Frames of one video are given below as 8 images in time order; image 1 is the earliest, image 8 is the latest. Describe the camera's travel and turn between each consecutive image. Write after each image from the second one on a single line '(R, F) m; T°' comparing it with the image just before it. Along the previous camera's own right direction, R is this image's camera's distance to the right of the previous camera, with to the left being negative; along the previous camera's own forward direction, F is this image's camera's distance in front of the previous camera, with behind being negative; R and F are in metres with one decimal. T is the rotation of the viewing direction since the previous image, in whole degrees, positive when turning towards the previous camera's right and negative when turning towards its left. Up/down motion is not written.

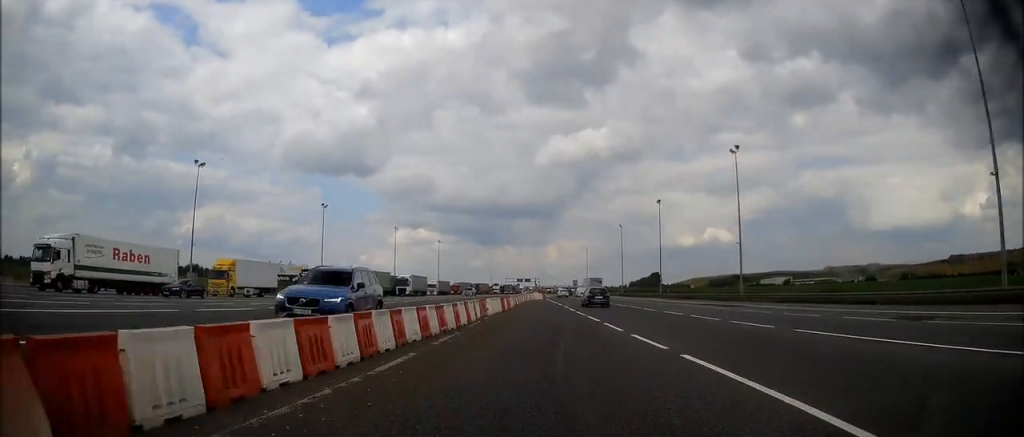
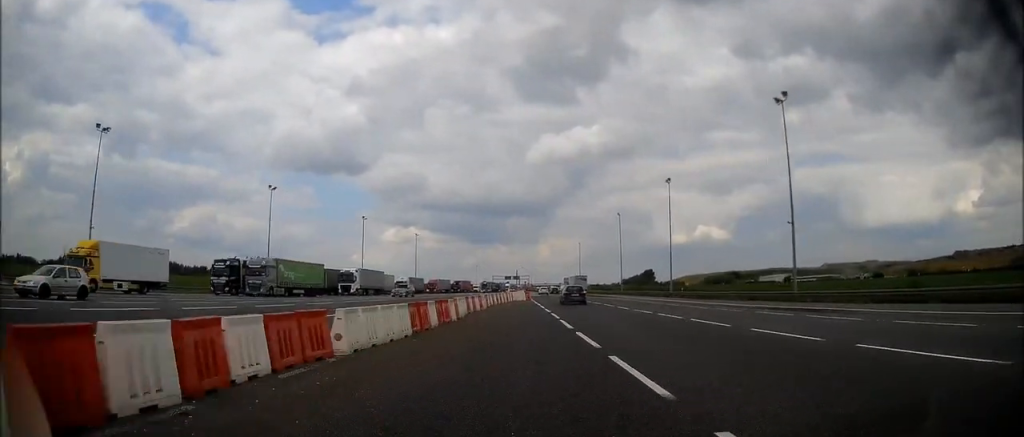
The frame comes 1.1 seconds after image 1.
(-0.5, +19.3) m; -1°
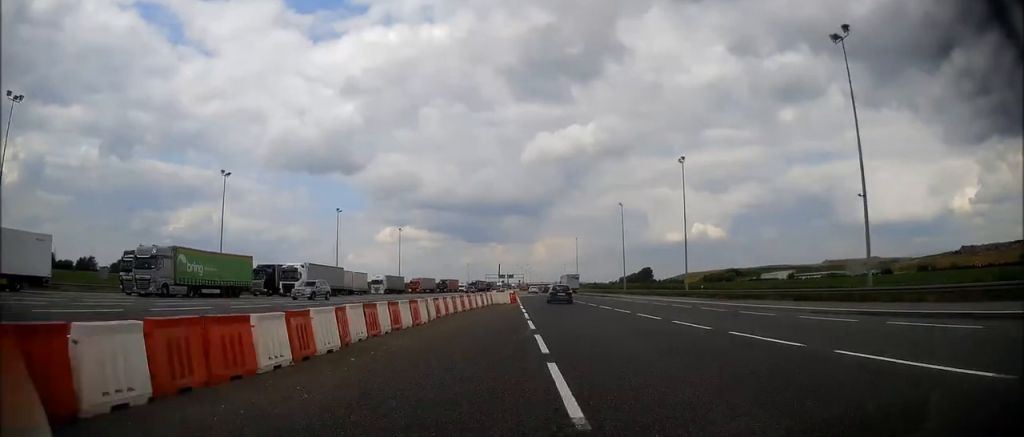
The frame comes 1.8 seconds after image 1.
(0.0, +13.8) m; 0°
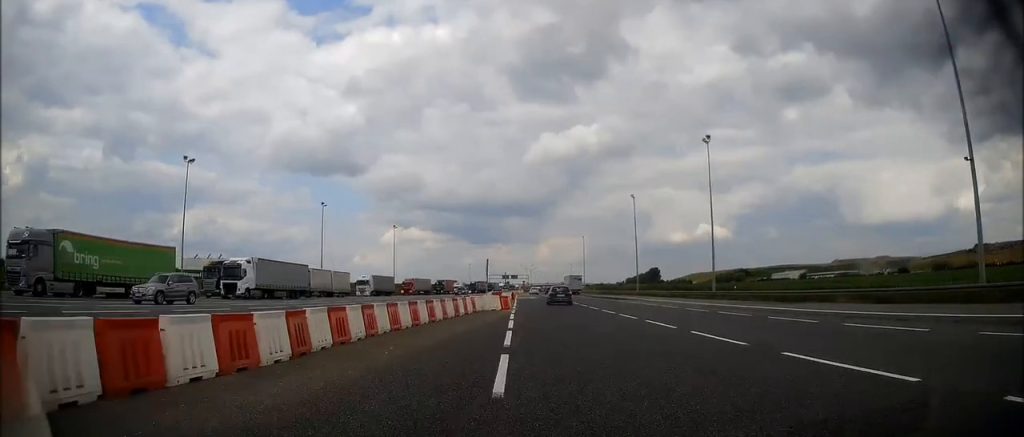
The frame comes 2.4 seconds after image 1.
(0.0, +11.3) m; 0°
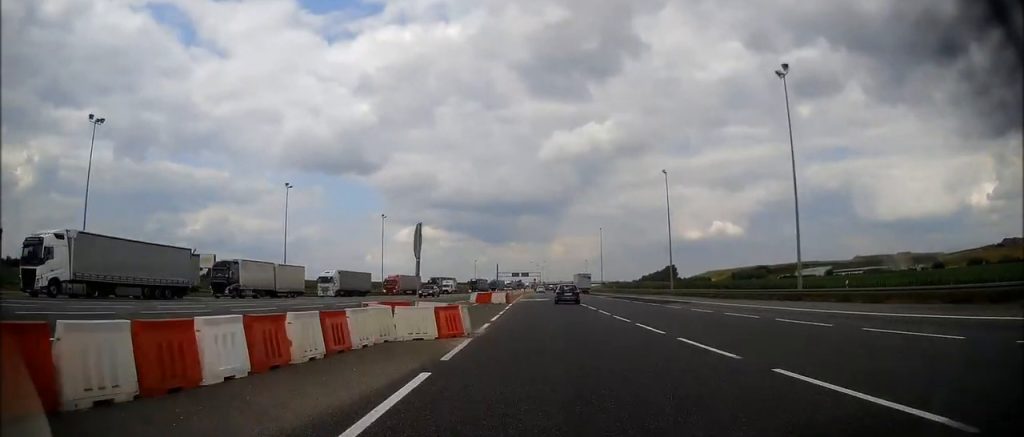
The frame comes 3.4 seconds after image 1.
(0.0, +21.0) m; -1°
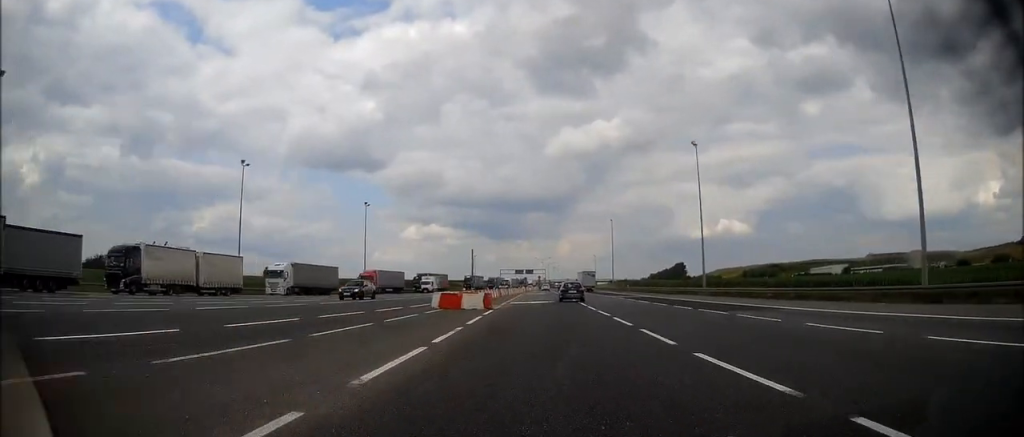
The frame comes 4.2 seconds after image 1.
(-0.1, +16.0) m; -1°
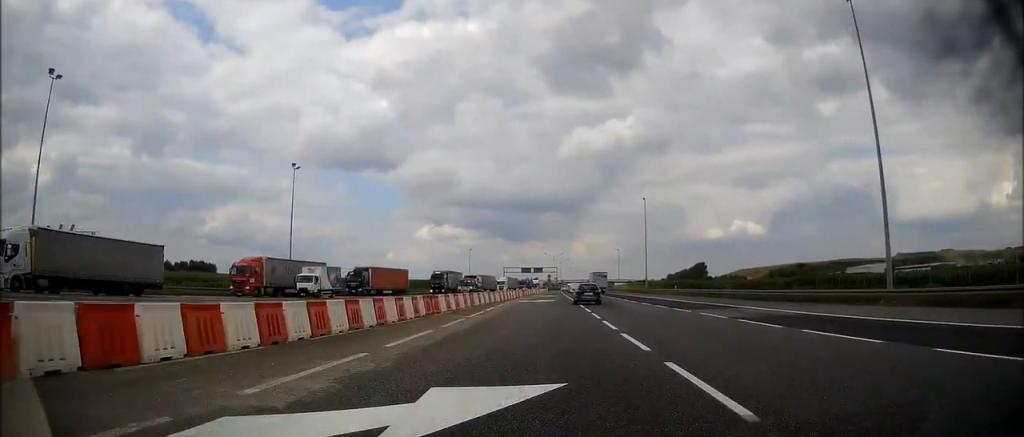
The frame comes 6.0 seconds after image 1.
(-0.7, +38.1) m; -2°
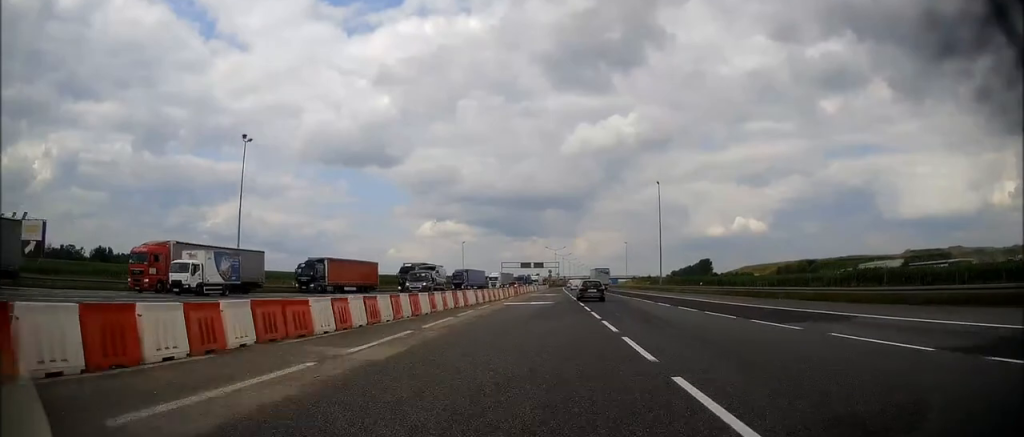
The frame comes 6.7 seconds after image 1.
(-0.3, +14.2) m; 0°
